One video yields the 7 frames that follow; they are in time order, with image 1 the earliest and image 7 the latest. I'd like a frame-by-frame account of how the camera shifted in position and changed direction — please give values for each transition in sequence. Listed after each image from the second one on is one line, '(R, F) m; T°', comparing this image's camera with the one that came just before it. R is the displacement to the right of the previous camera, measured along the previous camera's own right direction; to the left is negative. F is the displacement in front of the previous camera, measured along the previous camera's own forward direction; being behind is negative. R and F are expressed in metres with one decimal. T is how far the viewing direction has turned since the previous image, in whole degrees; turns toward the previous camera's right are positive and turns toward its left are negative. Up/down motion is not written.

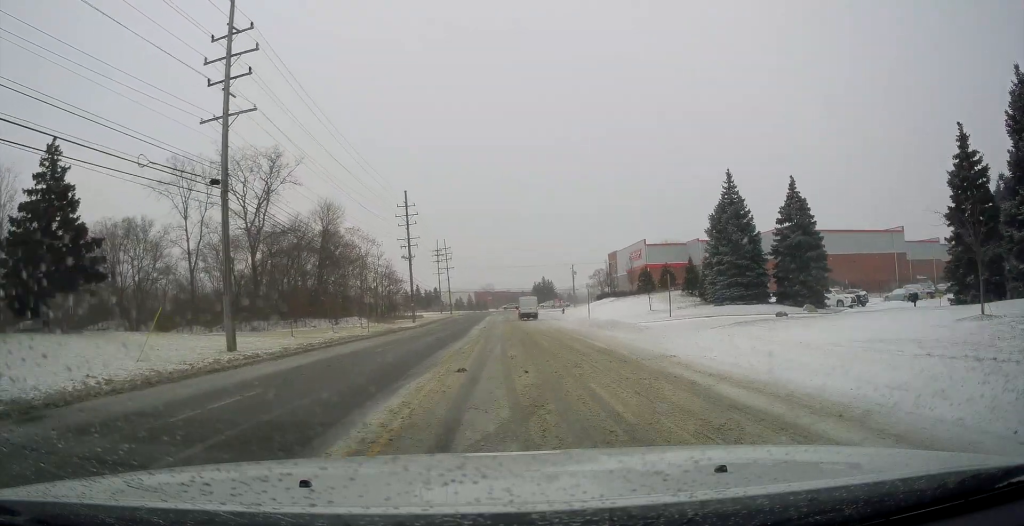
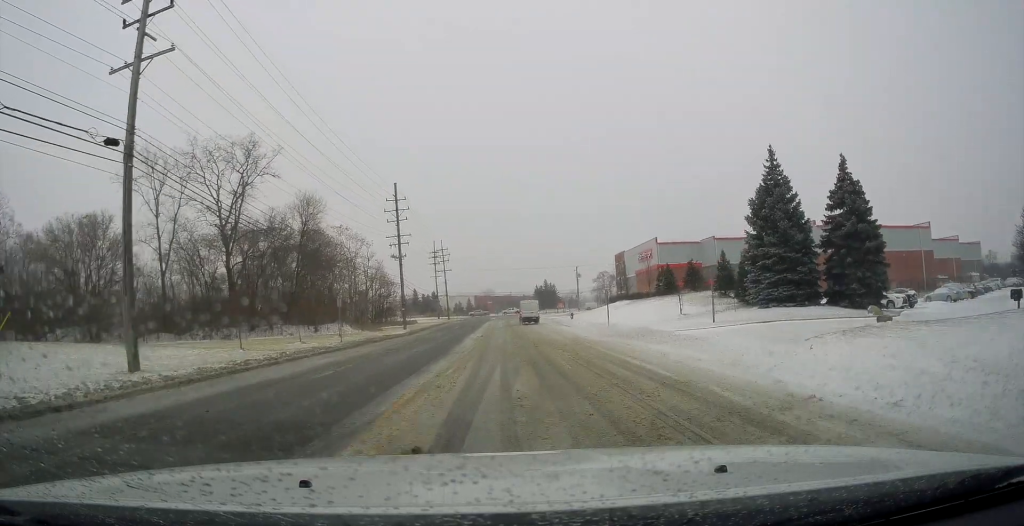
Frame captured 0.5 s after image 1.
(-0.4, +7.4) m; 0°
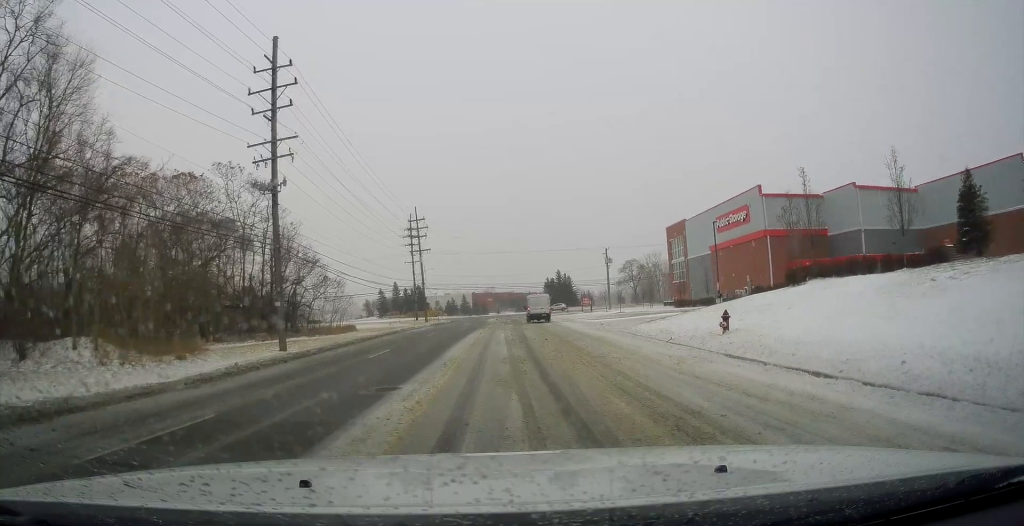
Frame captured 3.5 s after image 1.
(+0.2, +39.9) m; +2°
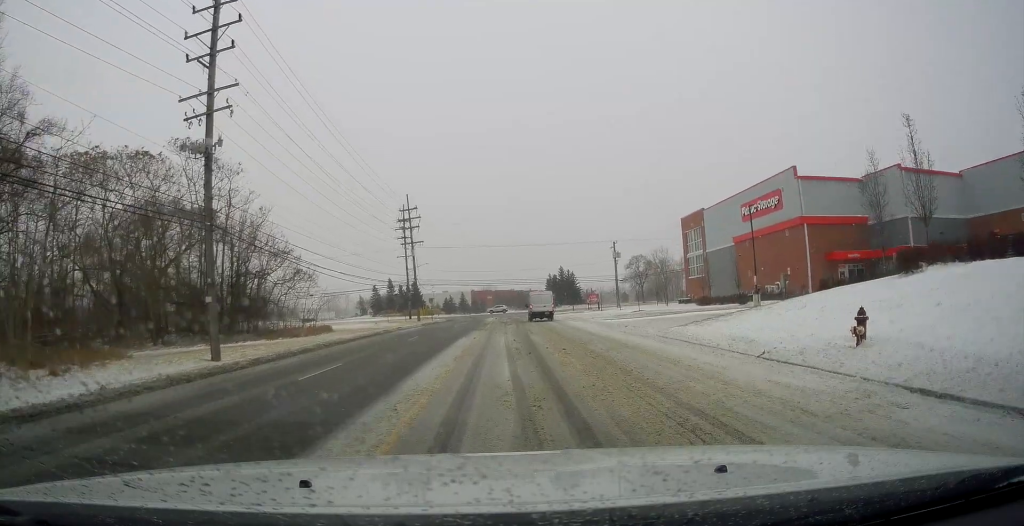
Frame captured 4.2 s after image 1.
(+0.2, +8.0) m; +1°
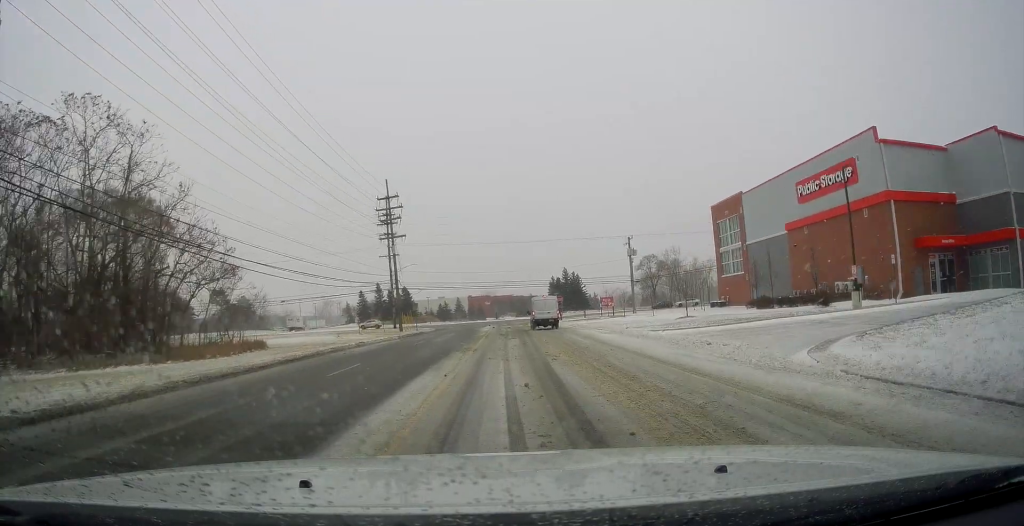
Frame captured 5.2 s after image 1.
(-0.1, +13.1) m; -1°
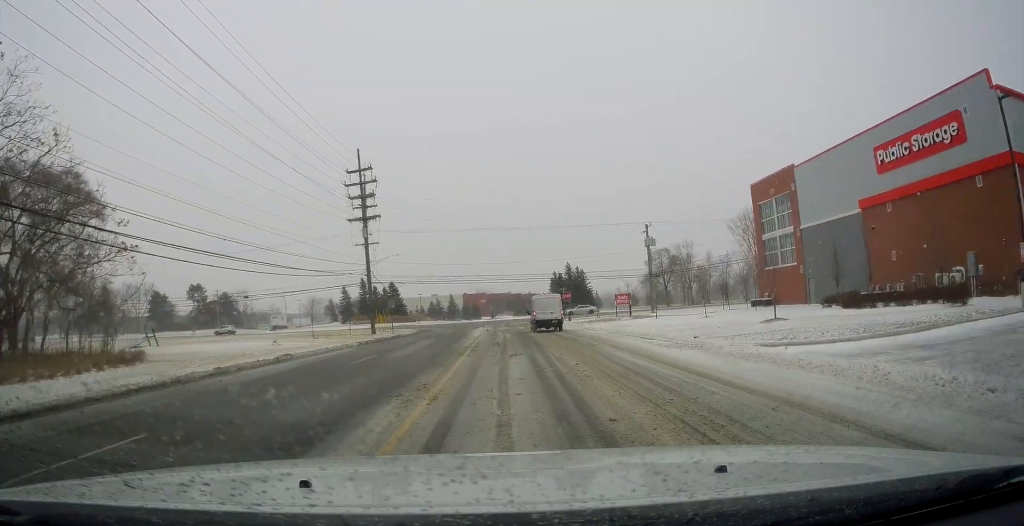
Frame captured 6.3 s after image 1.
(-0.1, +13.4) m; +1°
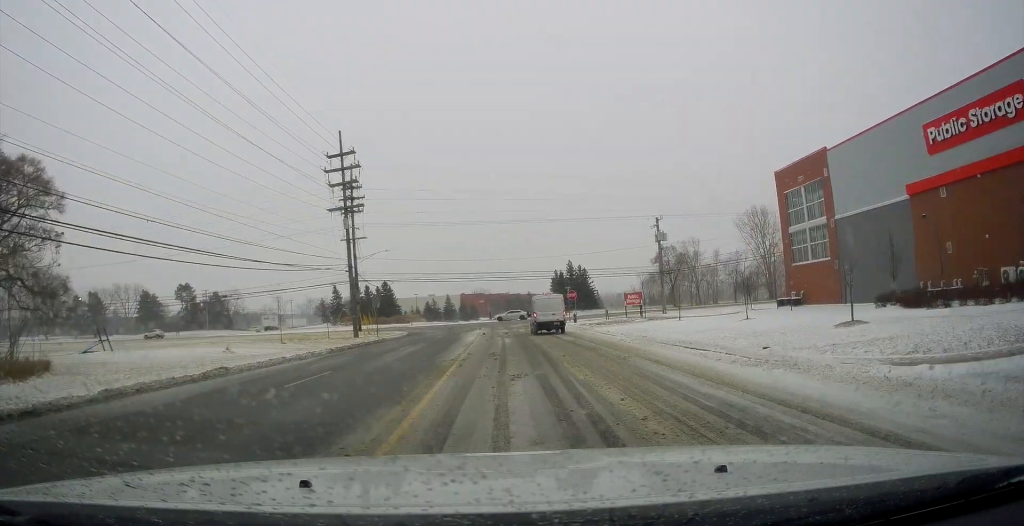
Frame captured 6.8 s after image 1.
(+0.1, +6.7) m; +1°
